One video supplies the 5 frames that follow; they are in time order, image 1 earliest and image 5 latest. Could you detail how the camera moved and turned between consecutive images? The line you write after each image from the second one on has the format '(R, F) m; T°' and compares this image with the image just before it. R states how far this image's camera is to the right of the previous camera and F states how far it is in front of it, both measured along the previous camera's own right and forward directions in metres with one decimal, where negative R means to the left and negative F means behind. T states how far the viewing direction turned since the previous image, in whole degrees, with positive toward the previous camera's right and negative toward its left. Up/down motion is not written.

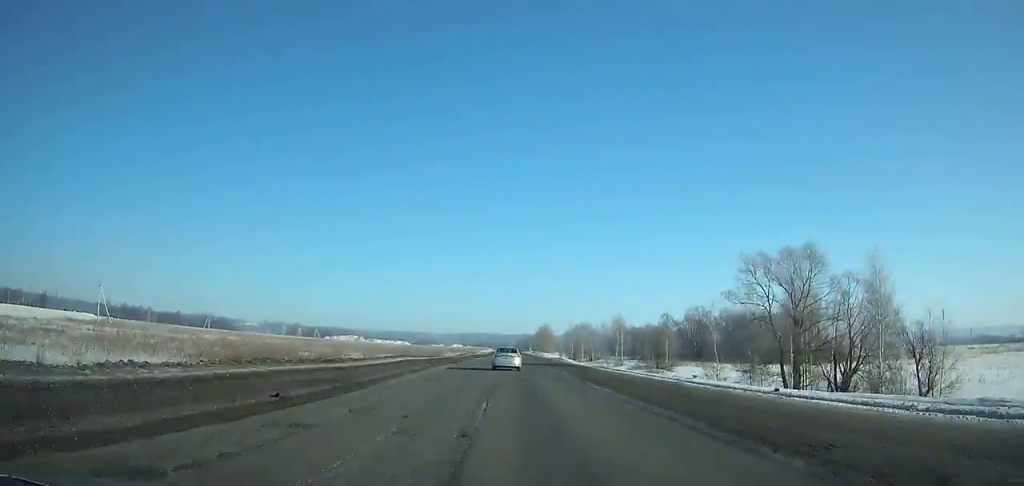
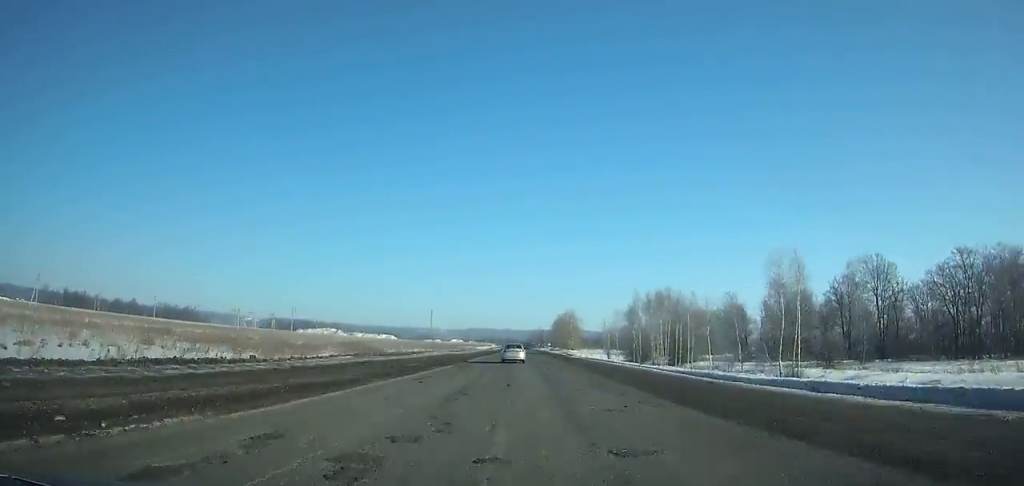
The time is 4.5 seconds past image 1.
(-0.6, +103.3) m; 0°
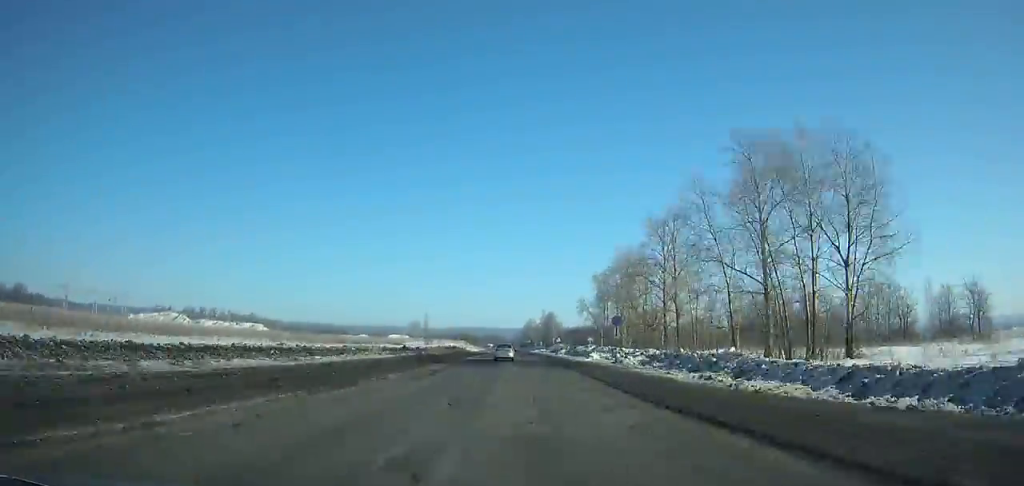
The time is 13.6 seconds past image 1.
(+1.4, +214.2) m; 0°
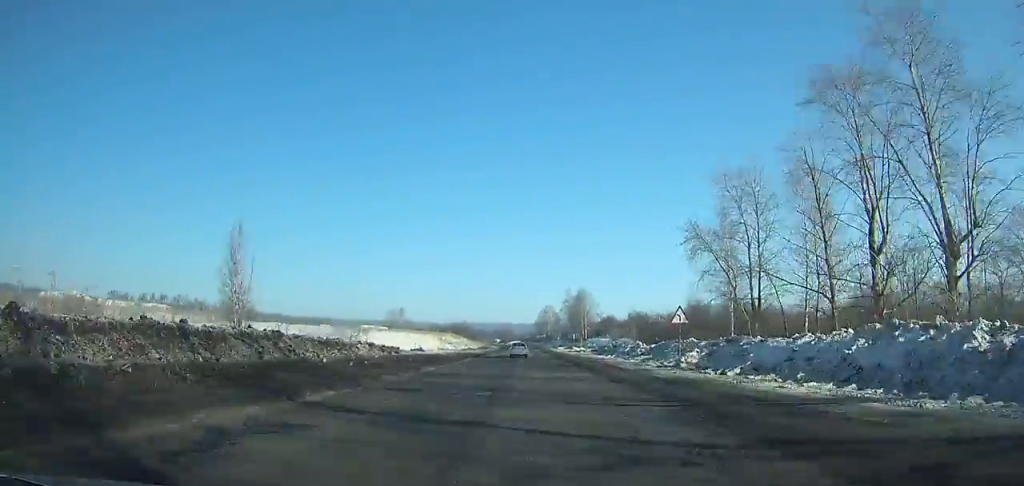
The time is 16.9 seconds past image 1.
(-0.2, +75.9) m; 0°
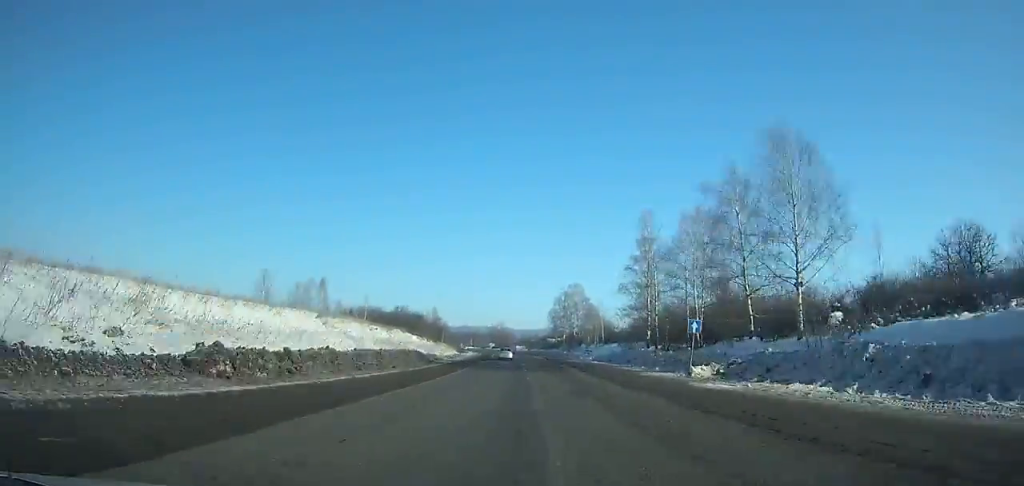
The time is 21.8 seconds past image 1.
(-1.0, +112.2) m; -2°
